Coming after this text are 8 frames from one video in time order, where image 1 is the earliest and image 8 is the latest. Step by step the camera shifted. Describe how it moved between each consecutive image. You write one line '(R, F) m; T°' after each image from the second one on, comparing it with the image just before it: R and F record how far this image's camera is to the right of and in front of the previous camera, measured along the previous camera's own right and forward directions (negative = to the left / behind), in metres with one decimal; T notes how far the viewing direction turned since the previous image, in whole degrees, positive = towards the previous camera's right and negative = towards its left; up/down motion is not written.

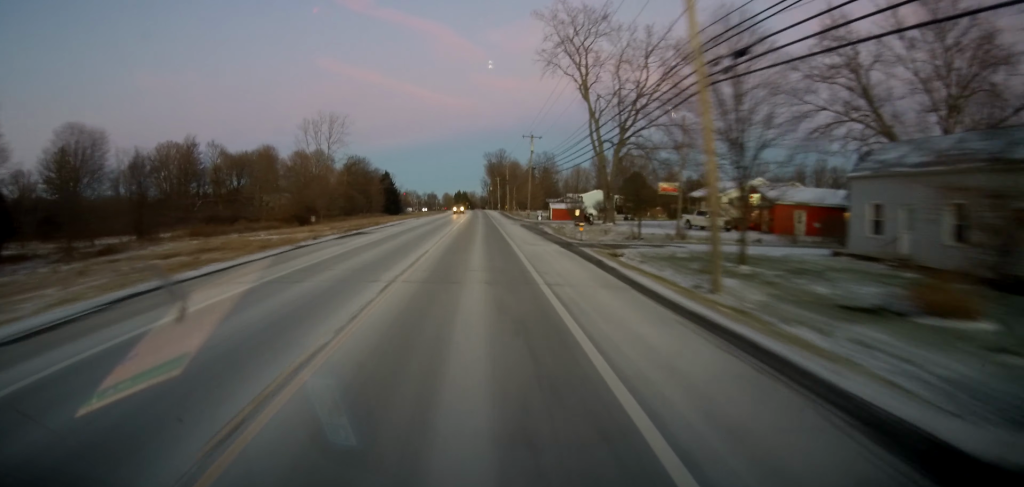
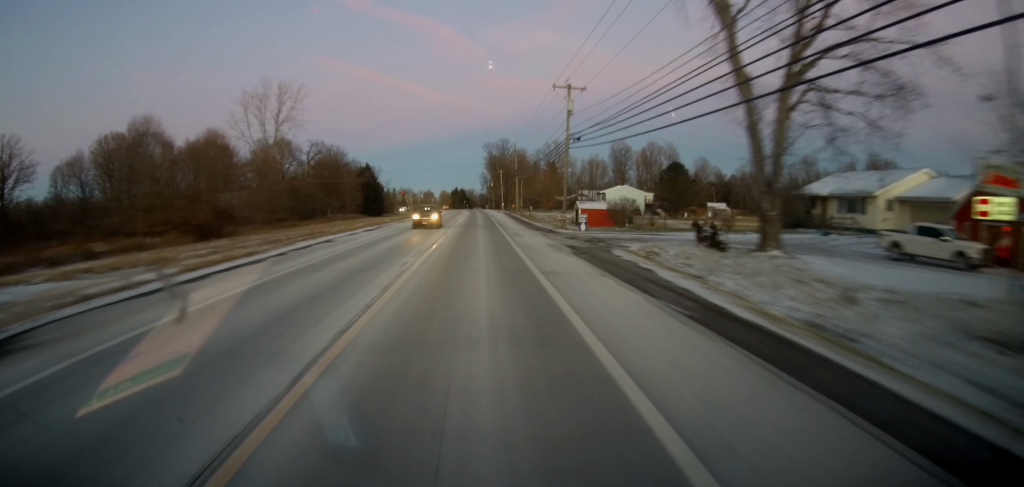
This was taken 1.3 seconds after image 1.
(-0.1, +29.7) m; 0°
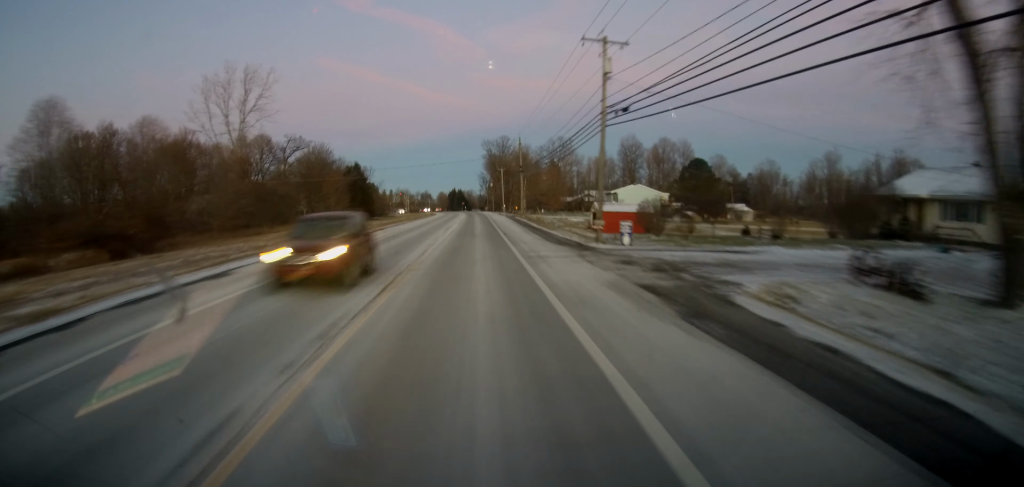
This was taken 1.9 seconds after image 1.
(0.0, +12.5) m; 0°
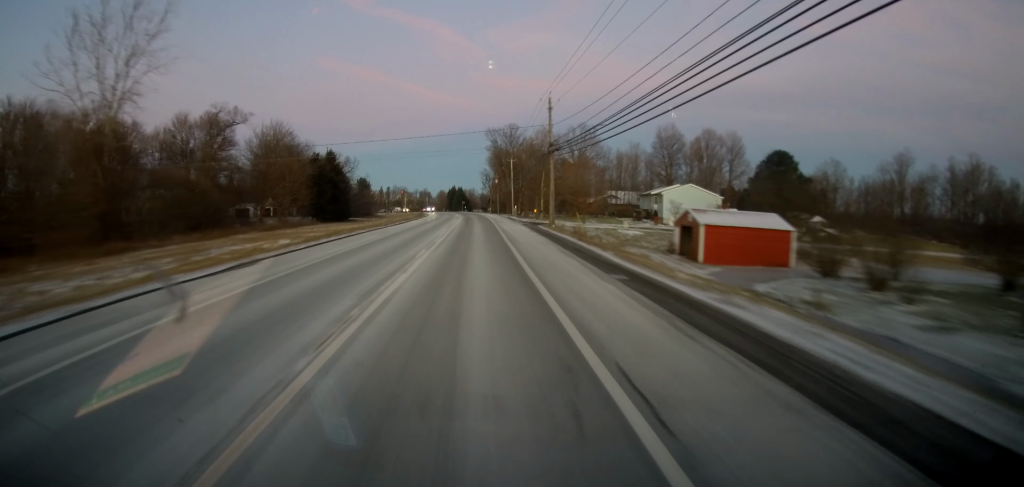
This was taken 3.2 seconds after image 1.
(0.0, +28.4) m; 0°
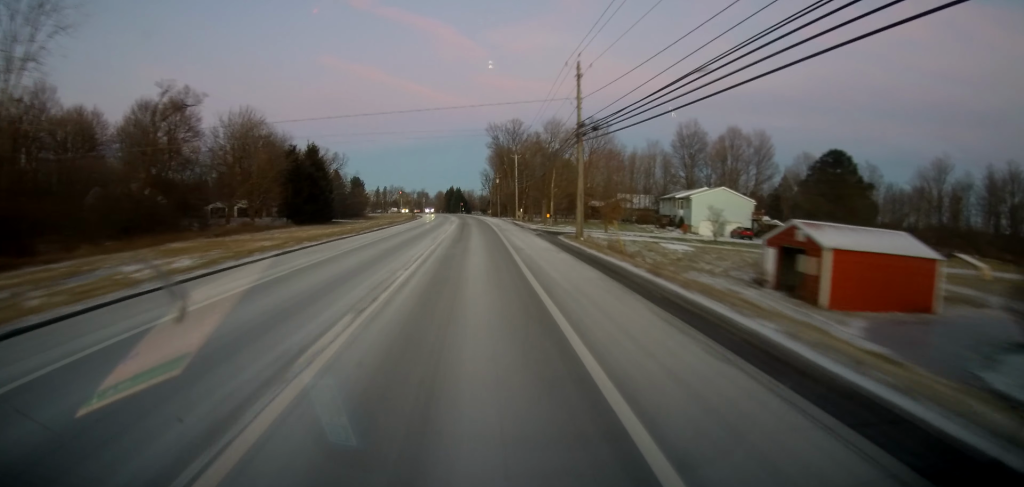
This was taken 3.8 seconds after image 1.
(0.0, +12.9) m; 0°
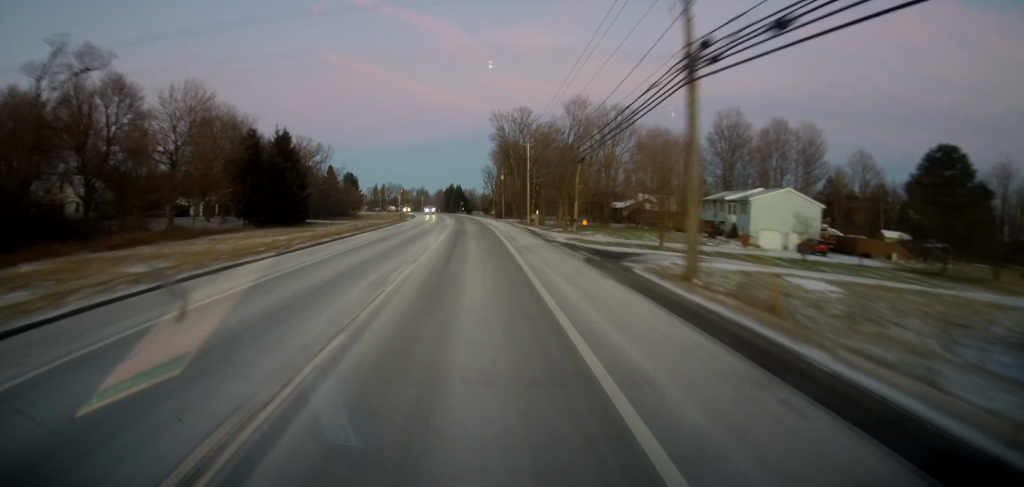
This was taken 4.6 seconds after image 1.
(0.0, +17.1) m; 0°
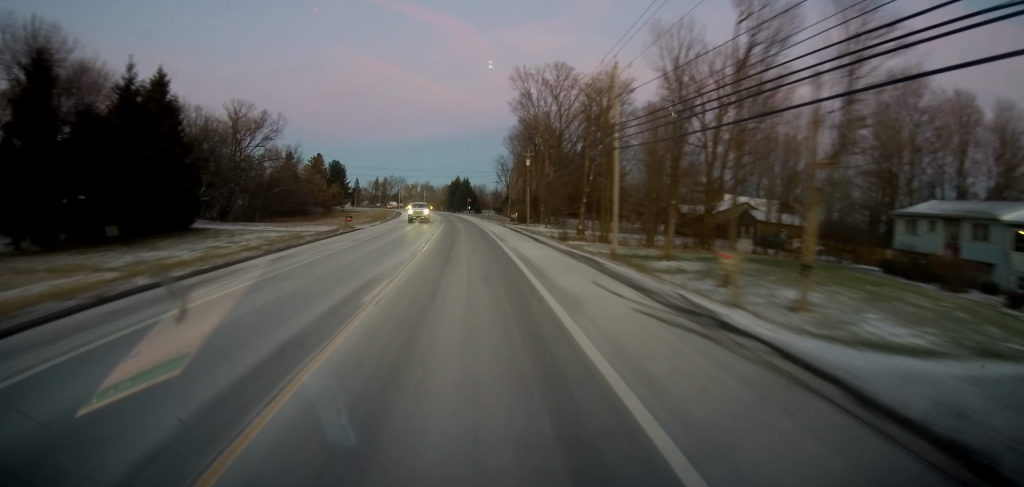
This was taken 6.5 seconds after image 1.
(-0.3, +39.4) m; -1°
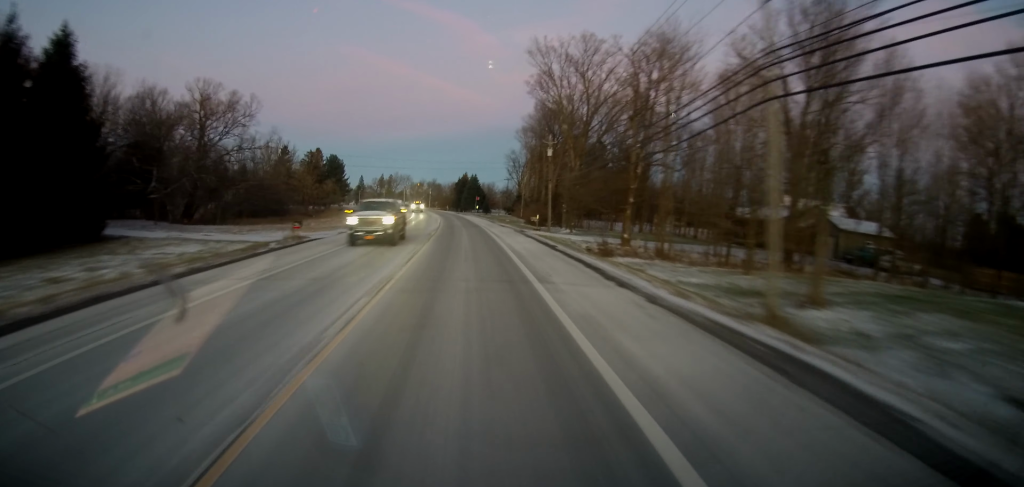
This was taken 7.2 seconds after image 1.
(-0.1, +14.9) m; 0°
